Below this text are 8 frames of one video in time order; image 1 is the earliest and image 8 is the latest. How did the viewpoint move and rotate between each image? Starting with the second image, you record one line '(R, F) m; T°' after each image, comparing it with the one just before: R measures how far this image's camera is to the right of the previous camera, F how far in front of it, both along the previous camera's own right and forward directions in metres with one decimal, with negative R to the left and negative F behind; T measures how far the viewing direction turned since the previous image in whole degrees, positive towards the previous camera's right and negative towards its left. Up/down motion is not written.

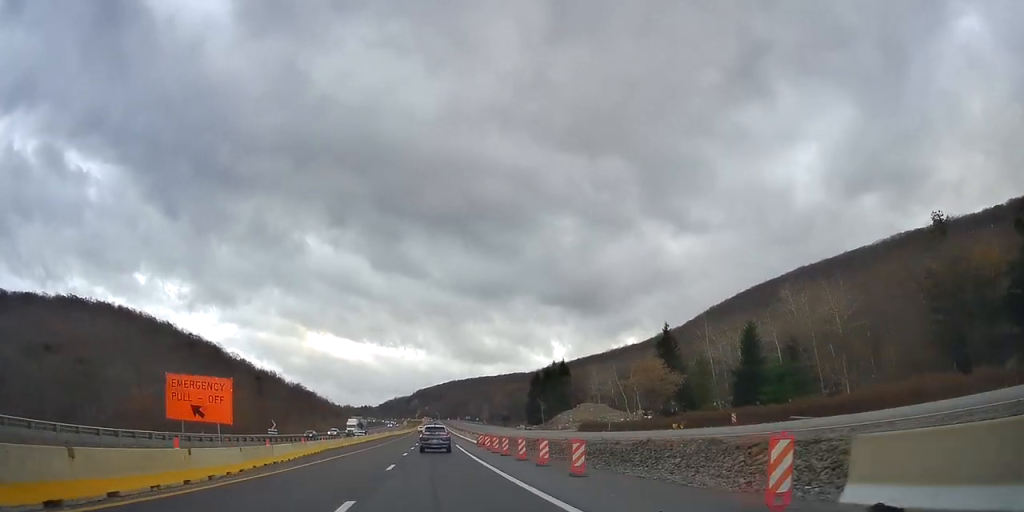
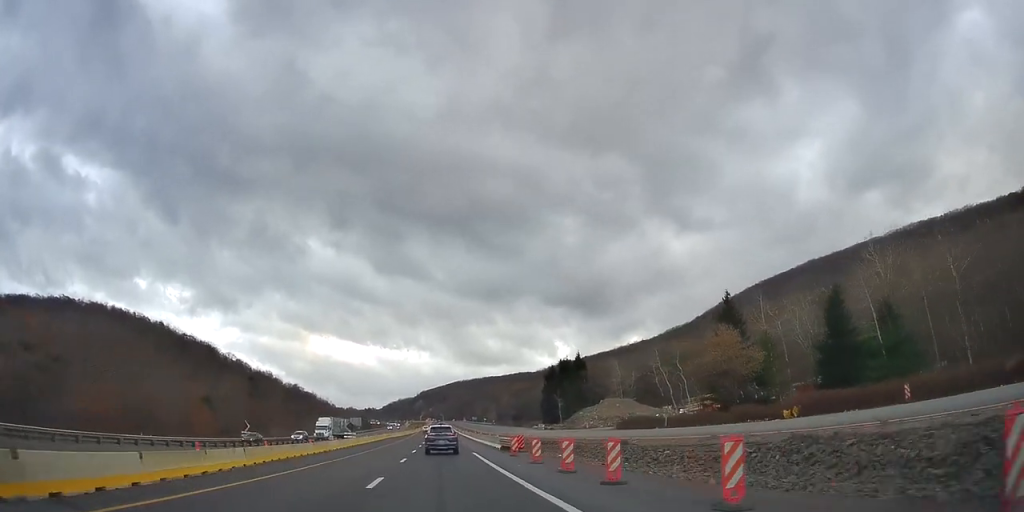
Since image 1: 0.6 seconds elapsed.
(-0.1, +18.5) m; 0°
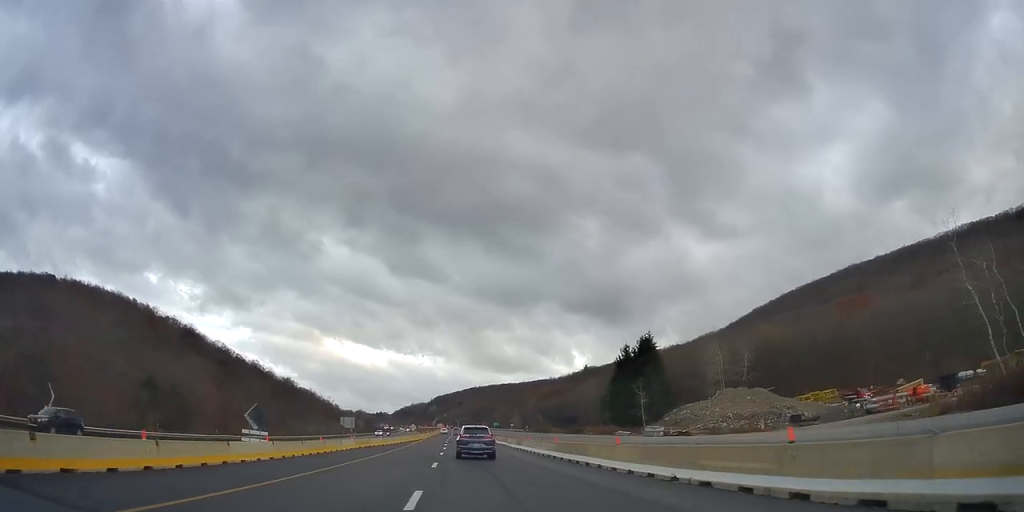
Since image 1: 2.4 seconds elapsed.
(+0.5, +53.9) m; 0°
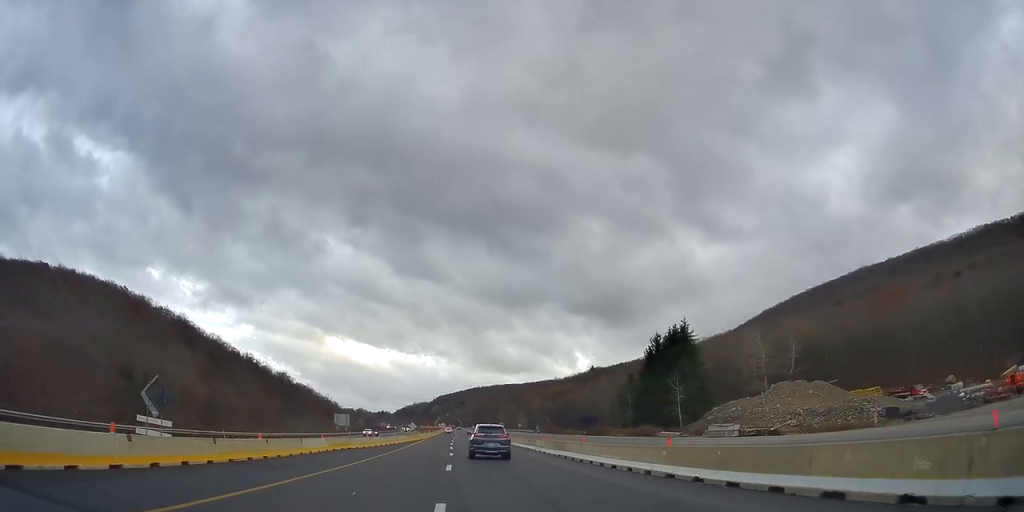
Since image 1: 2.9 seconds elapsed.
(-0.4, +14.9) m; 0°
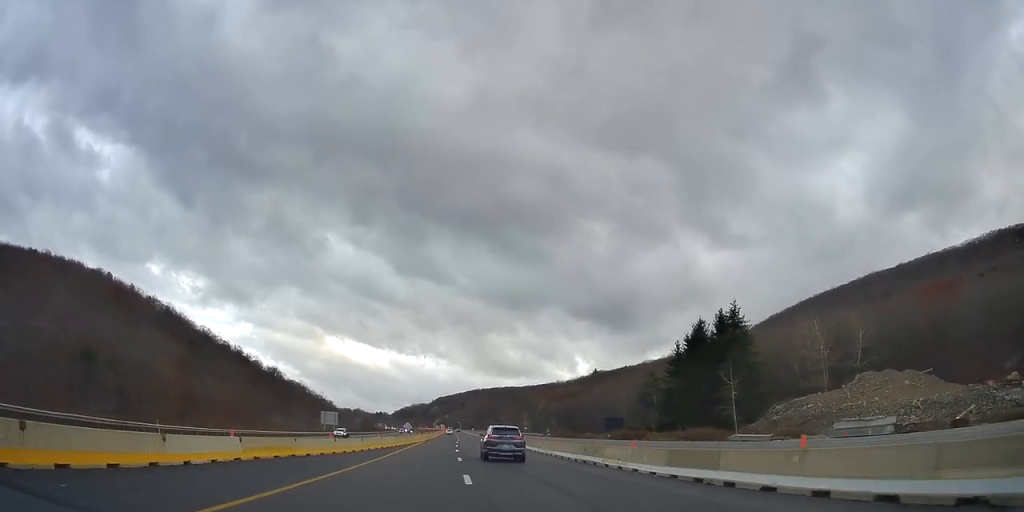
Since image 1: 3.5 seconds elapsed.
(-0.2, +17.3) m; 0°
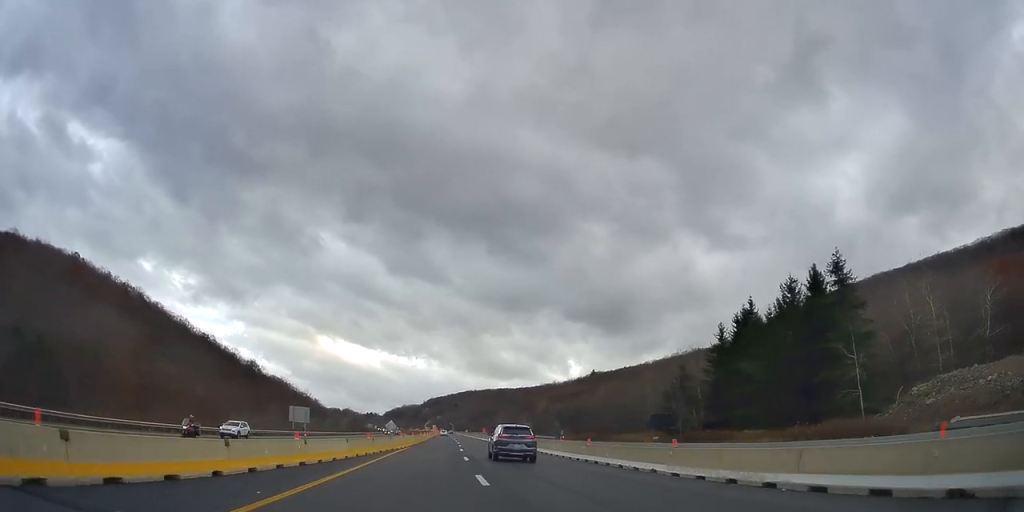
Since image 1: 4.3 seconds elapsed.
(+0.4, +25.0) m; 0°
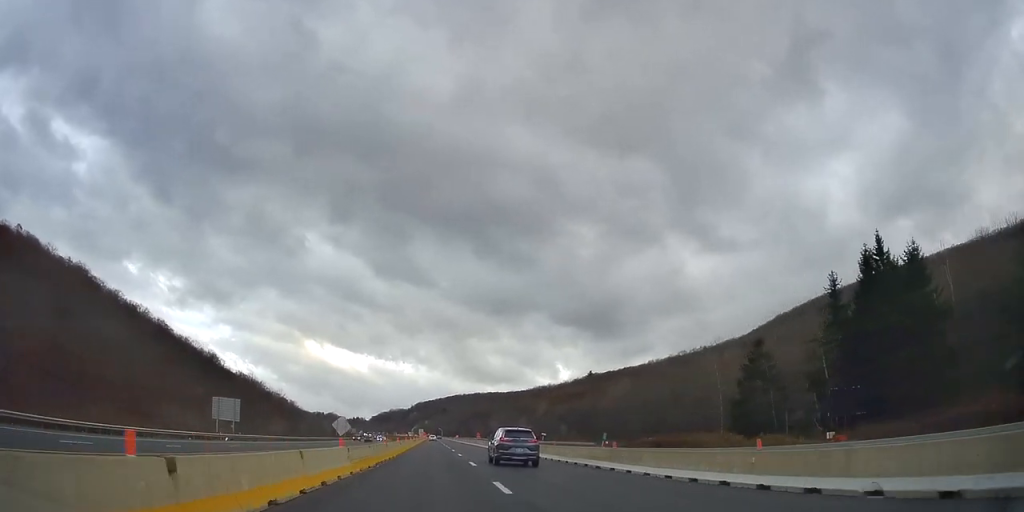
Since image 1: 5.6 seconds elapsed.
(-0.5, +38.3) m; 0°
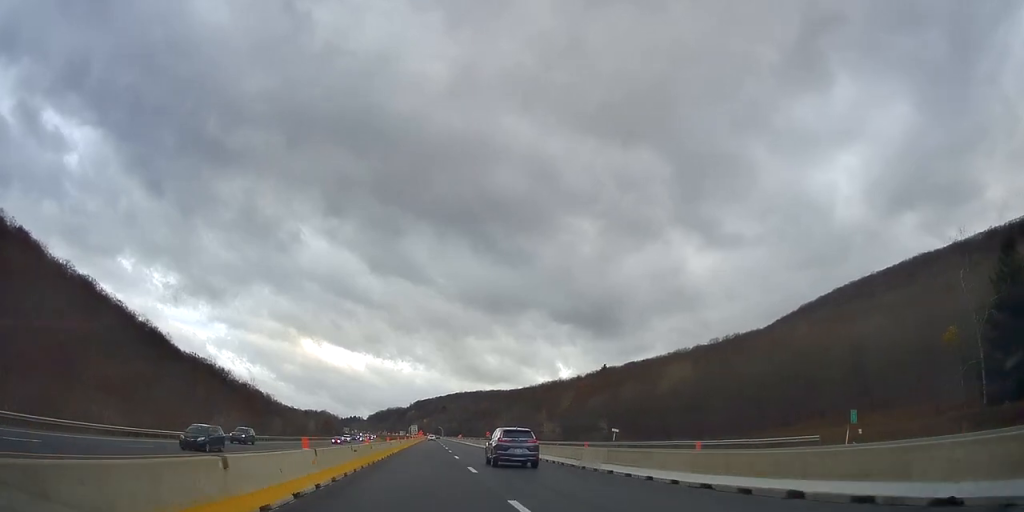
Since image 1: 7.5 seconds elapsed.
(+0.7, +53.6) m; +1°
